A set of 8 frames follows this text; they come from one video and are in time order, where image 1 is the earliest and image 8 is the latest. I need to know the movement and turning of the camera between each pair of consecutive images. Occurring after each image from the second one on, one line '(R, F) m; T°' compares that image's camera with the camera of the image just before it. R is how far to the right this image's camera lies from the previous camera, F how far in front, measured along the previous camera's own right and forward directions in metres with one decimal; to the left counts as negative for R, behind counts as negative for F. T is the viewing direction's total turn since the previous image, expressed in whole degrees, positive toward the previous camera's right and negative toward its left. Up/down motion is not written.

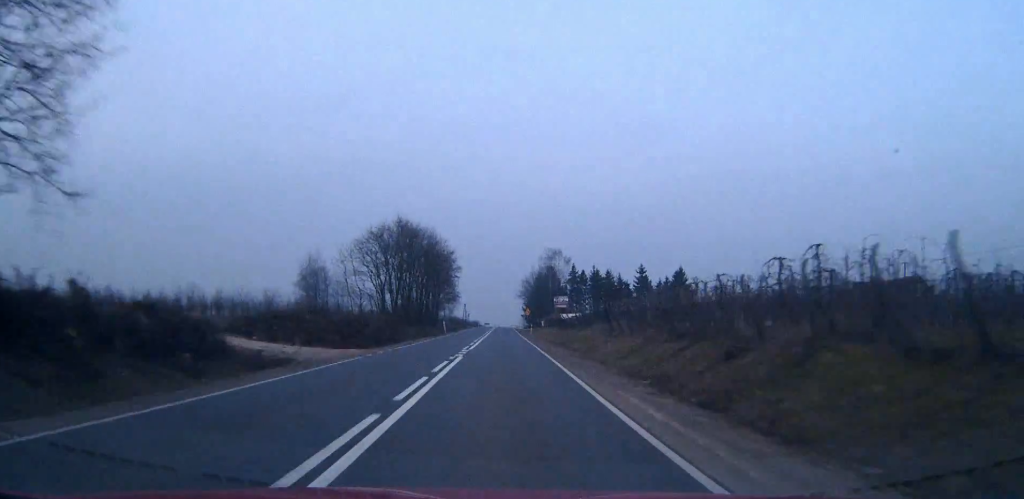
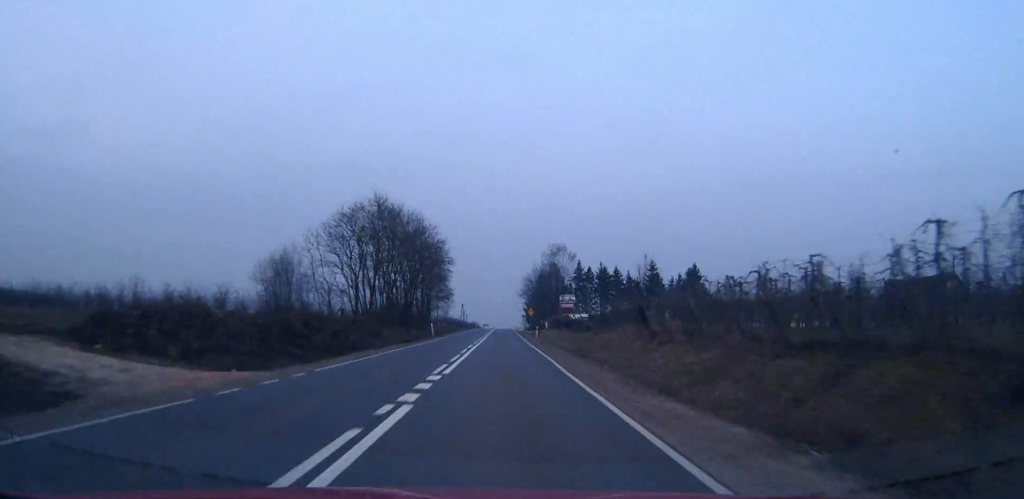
(0.0, +12.8) m; 0°
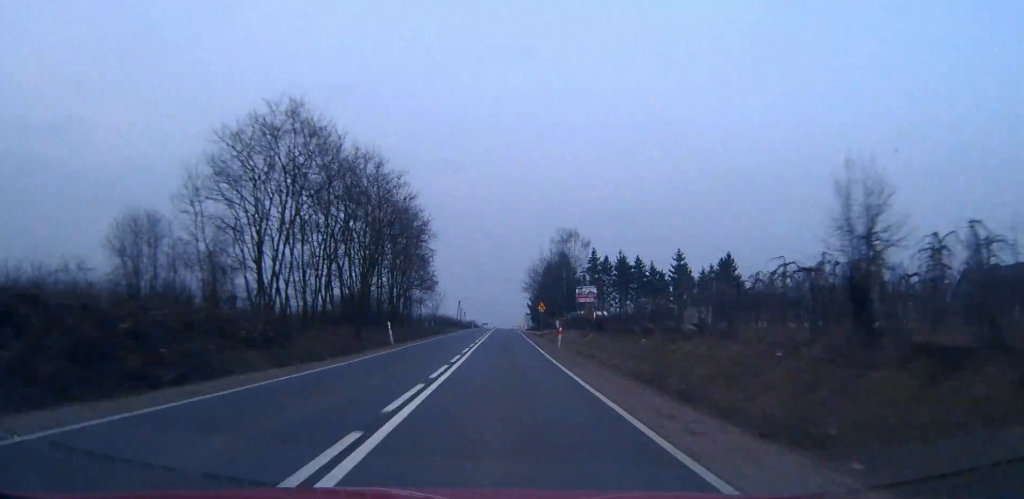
(-0.1, +24.0) m; 0°
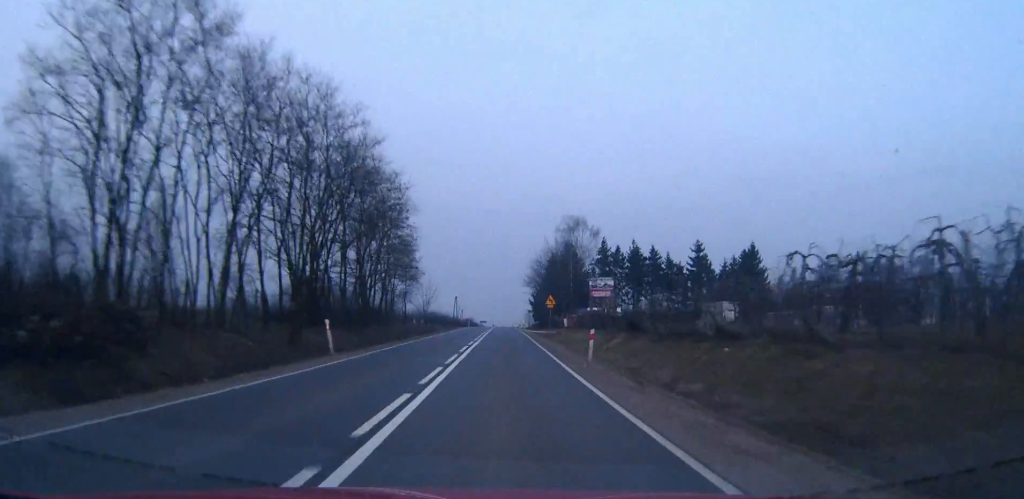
(0.0, +13.8) m; 0°
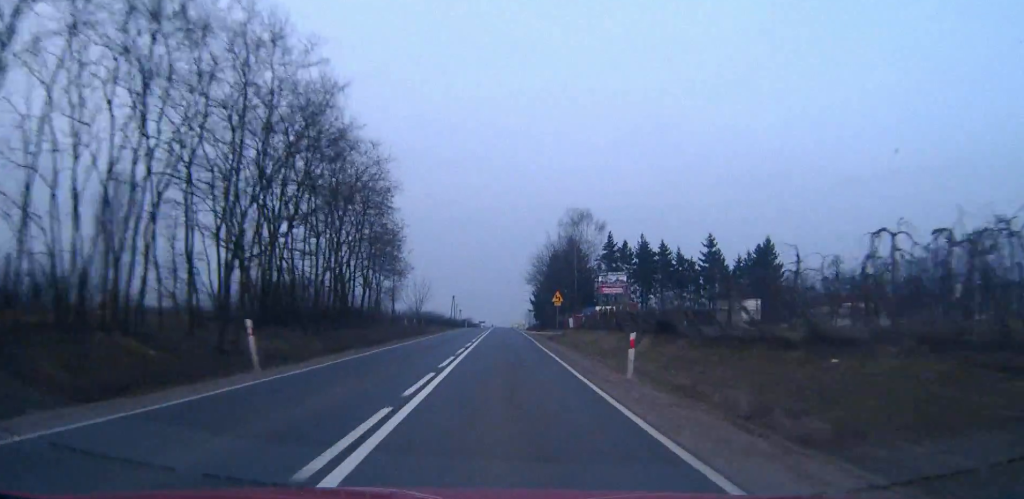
(0.0, +7.9) m; 0°
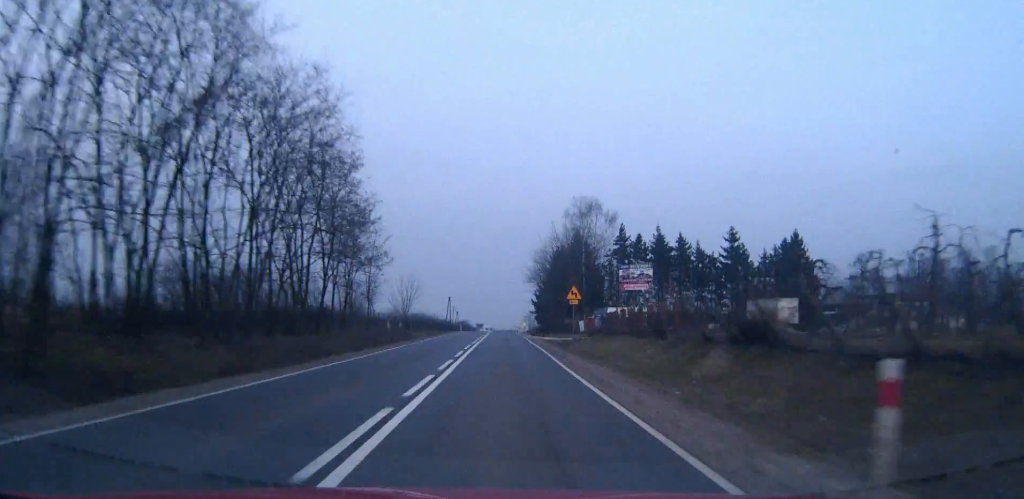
(0.0, +12.0) m; 0°
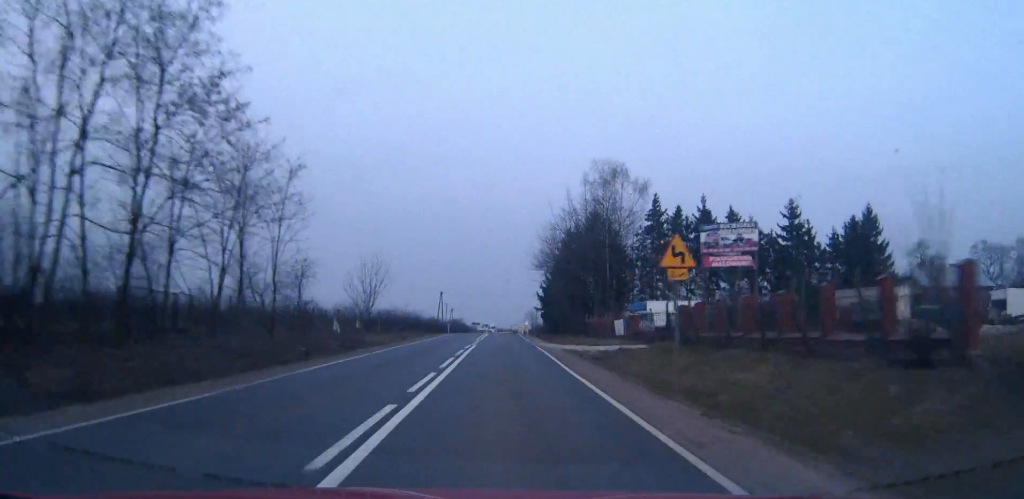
(+0.1, +23.3) m; 0°
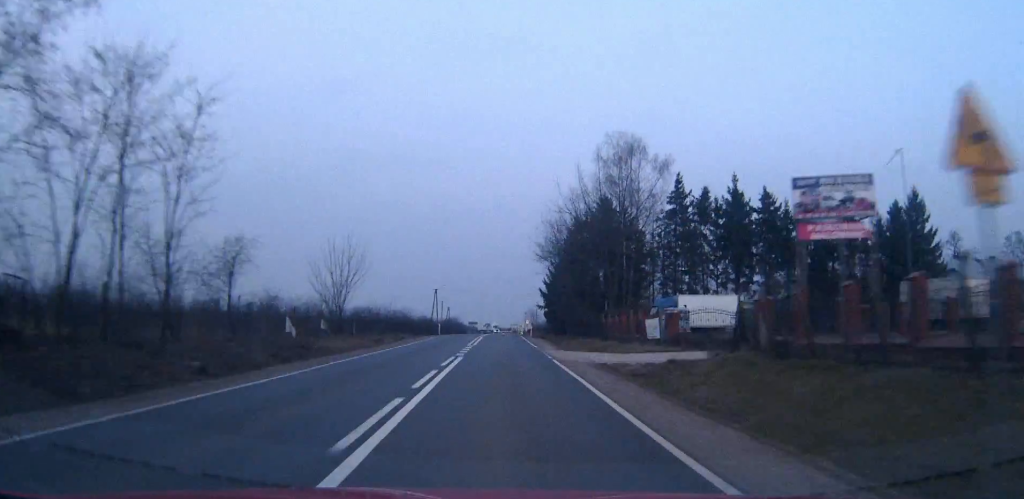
(0.0, +11.2) m; 0°
